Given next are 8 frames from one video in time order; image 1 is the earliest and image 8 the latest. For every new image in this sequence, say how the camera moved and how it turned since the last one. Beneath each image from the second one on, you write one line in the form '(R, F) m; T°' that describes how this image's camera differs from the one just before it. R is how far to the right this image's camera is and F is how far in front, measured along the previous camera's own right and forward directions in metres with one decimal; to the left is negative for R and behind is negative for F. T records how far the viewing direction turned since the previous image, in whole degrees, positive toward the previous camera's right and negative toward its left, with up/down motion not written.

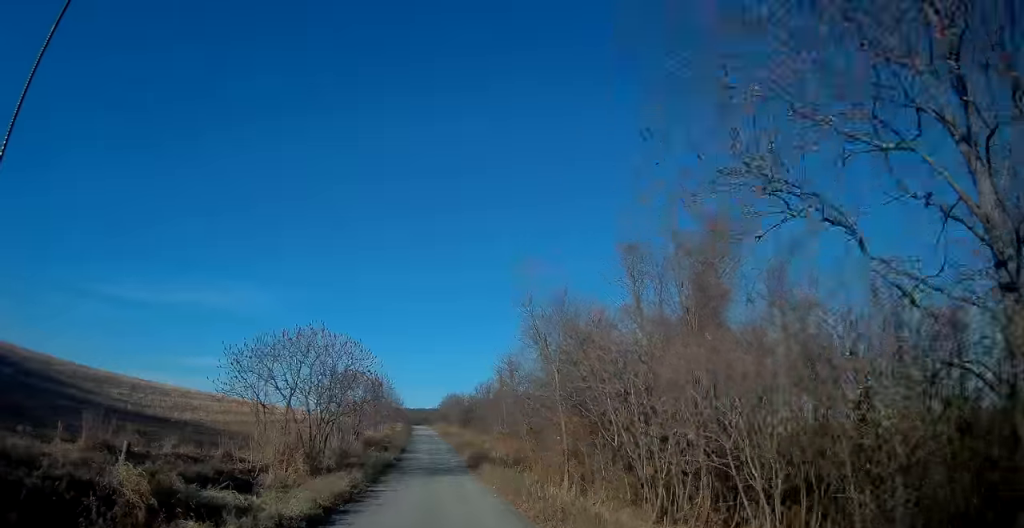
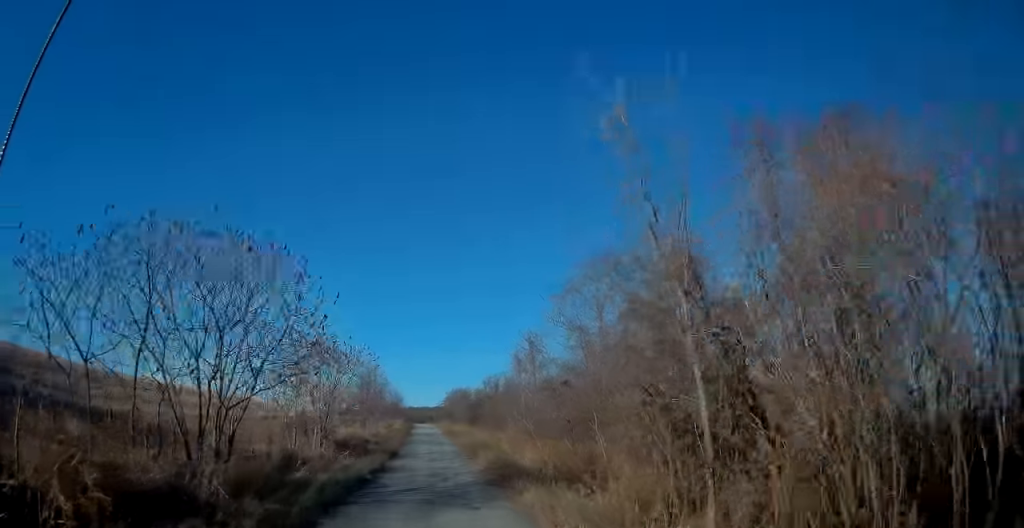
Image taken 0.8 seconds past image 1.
(0.0, +12.2) m; 0°
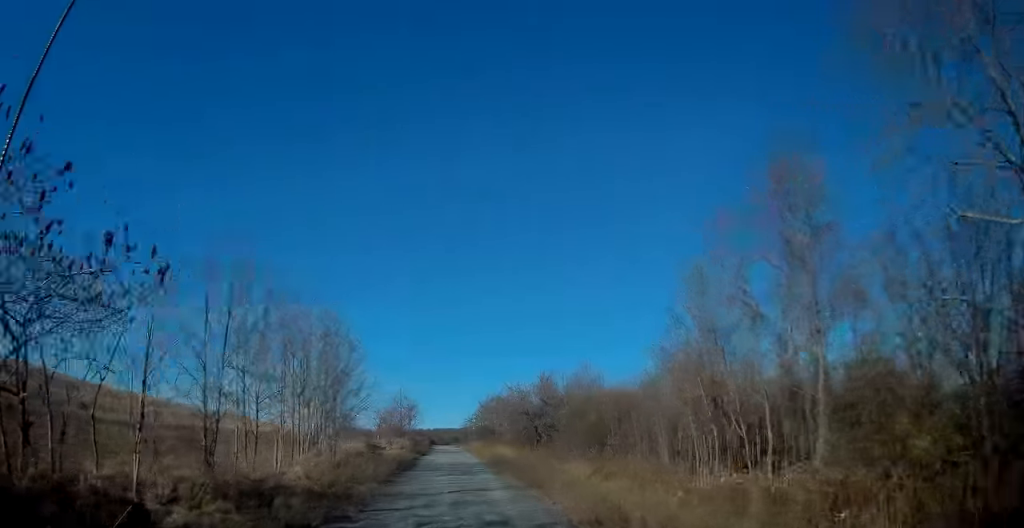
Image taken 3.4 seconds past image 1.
(-1.1, +37.6) m; -2°
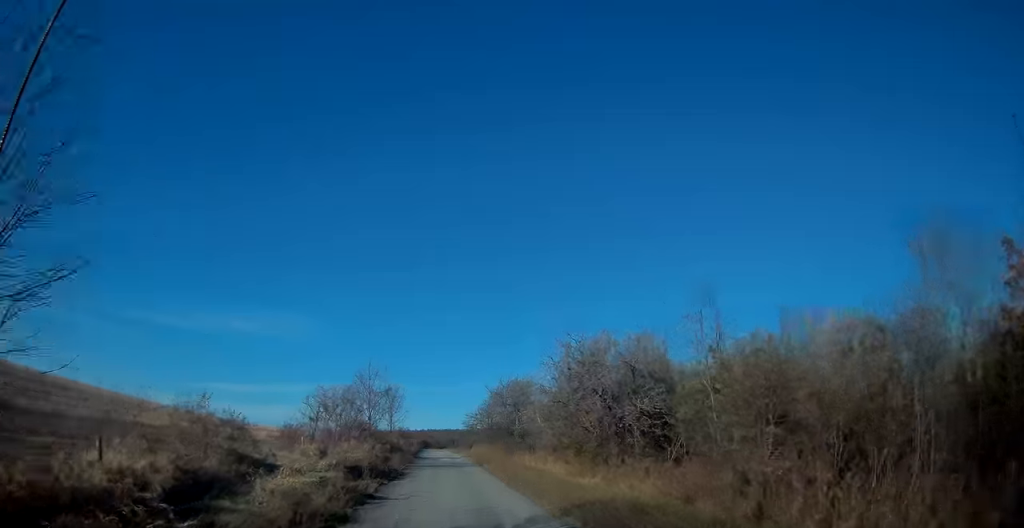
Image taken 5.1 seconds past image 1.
(0.0, +25.2) m; 0°
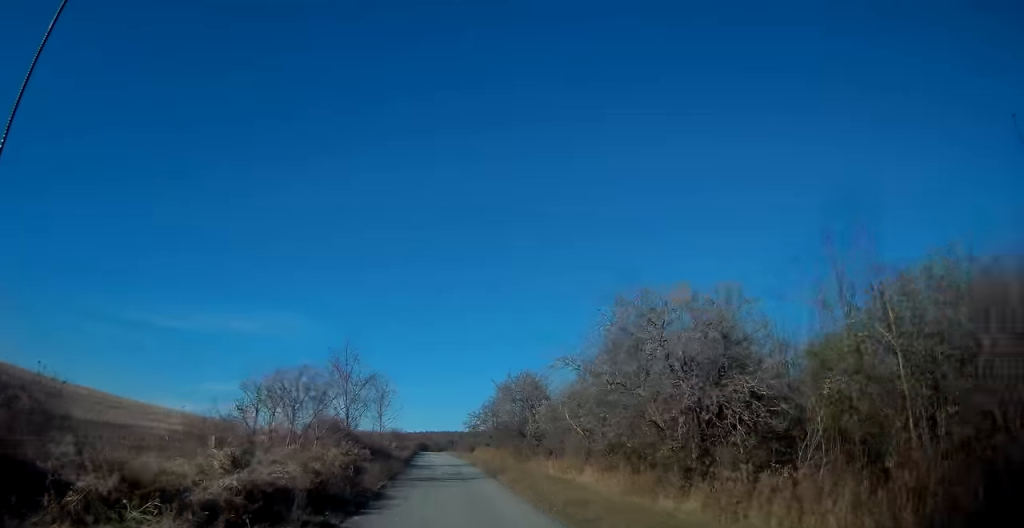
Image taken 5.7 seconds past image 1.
(0.0, +9.4) m; 0°
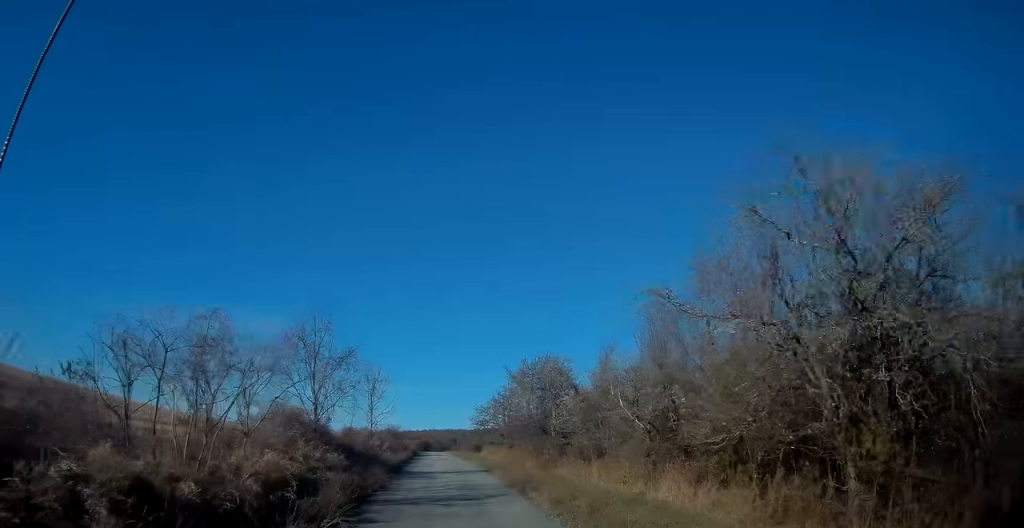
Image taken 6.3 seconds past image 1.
(0.0, +8.7) m; 0°
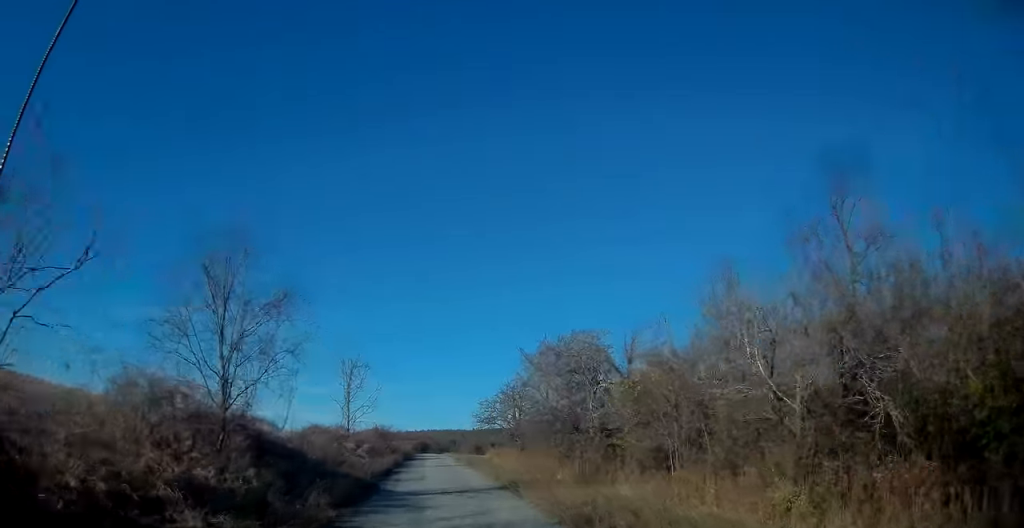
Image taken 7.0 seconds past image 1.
(0.0, +10.0) m; 0°
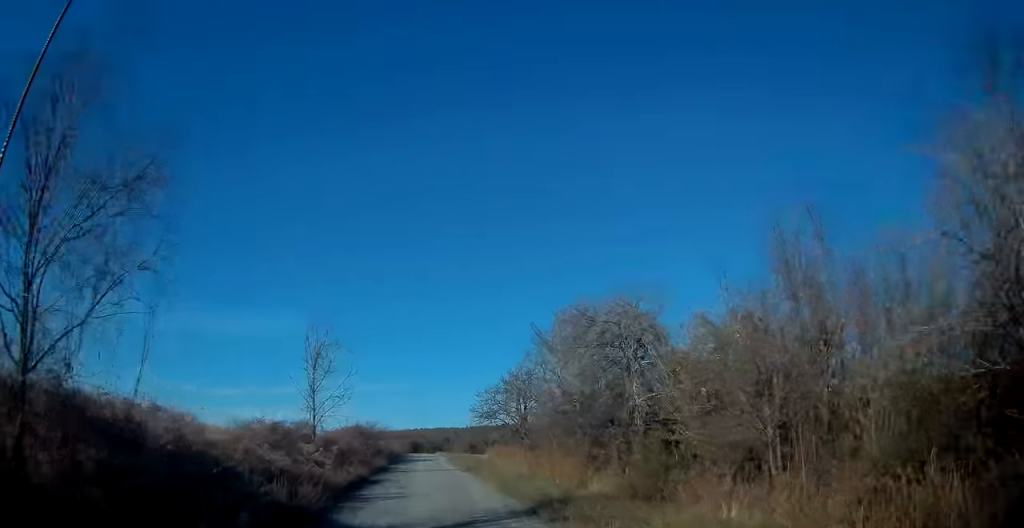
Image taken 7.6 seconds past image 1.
(0.0, +7.6) m; 0°
